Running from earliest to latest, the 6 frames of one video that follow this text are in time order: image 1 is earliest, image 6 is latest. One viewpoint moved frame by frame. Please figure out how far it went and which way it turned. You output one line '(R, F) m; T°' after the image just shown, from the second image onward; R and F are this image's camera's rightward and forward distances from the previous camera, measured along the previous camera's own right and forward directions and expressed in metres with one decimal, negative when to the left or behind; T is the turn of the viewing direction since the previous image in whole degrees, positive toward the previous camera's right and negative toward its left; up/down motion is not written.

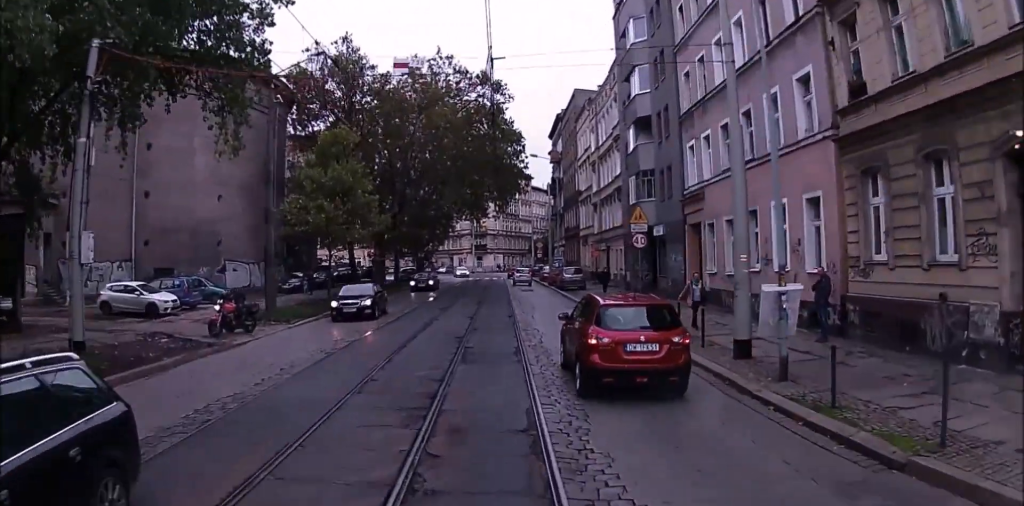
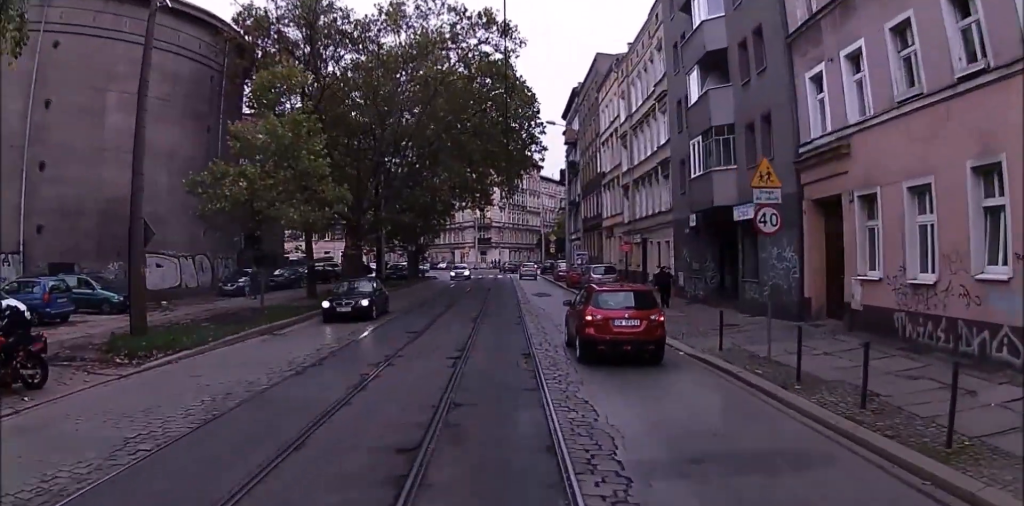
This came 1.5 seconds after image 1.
(-0.7, +12.1) m; 0°
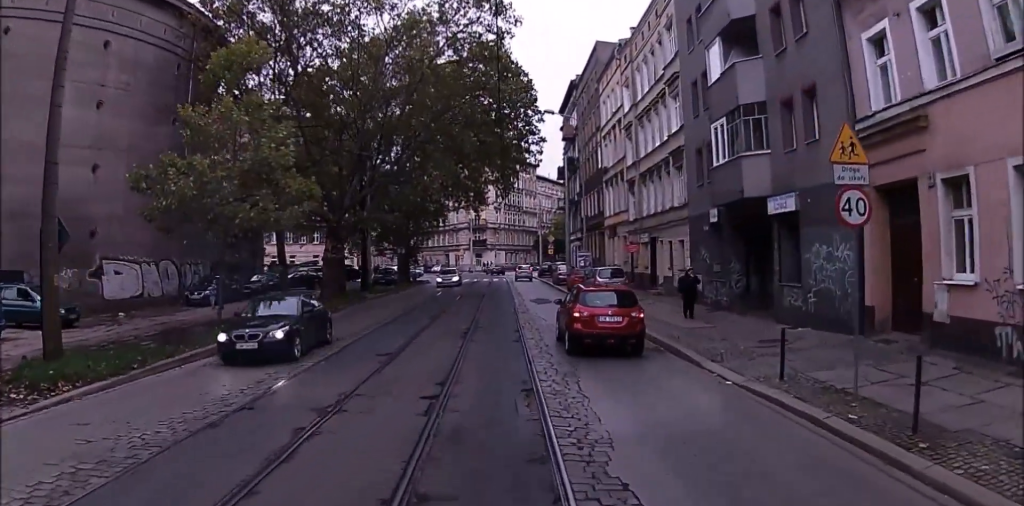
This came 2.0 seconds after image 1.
(-0.1, +3.8) m; +2°
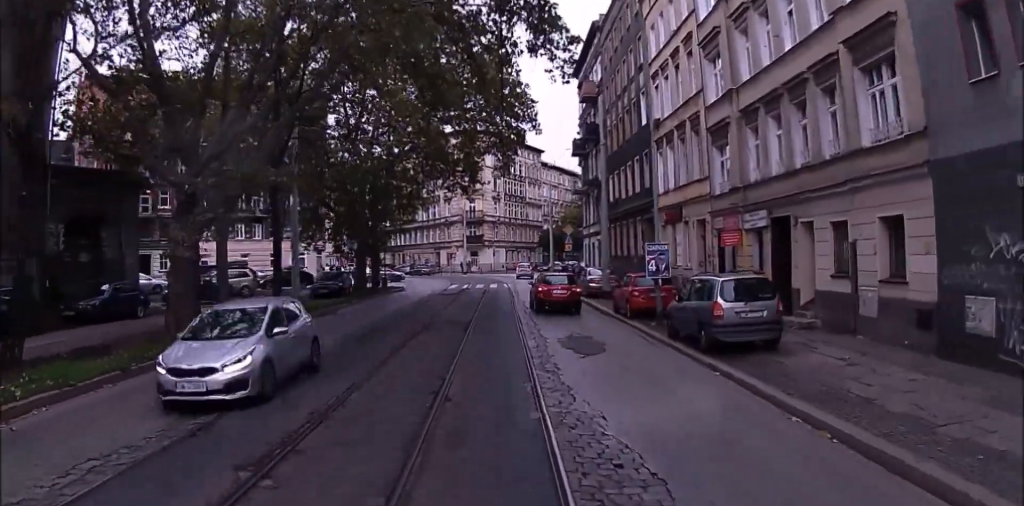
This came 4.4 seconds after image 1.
(+1.1, +17.8) m; +3°
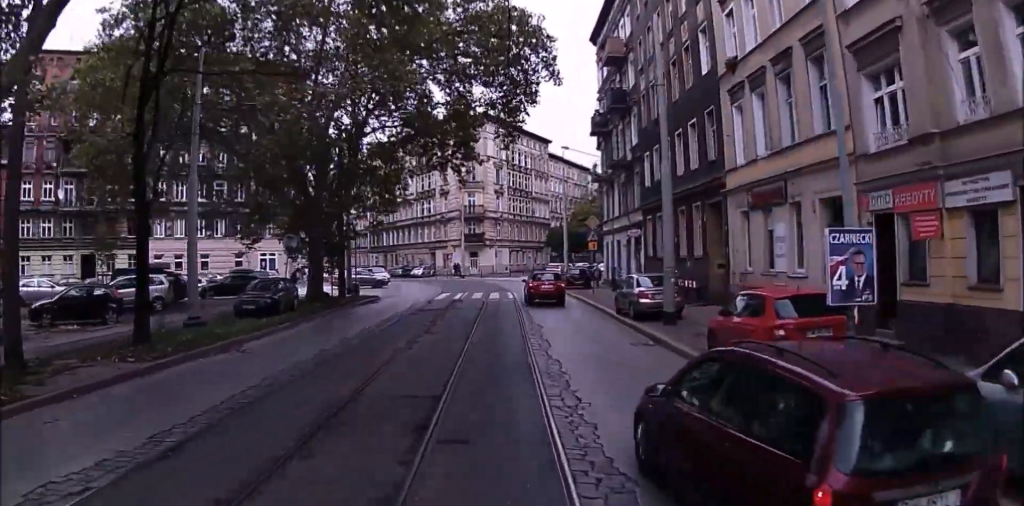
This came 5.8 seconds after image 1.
(0.0, +10.6) m; -8°
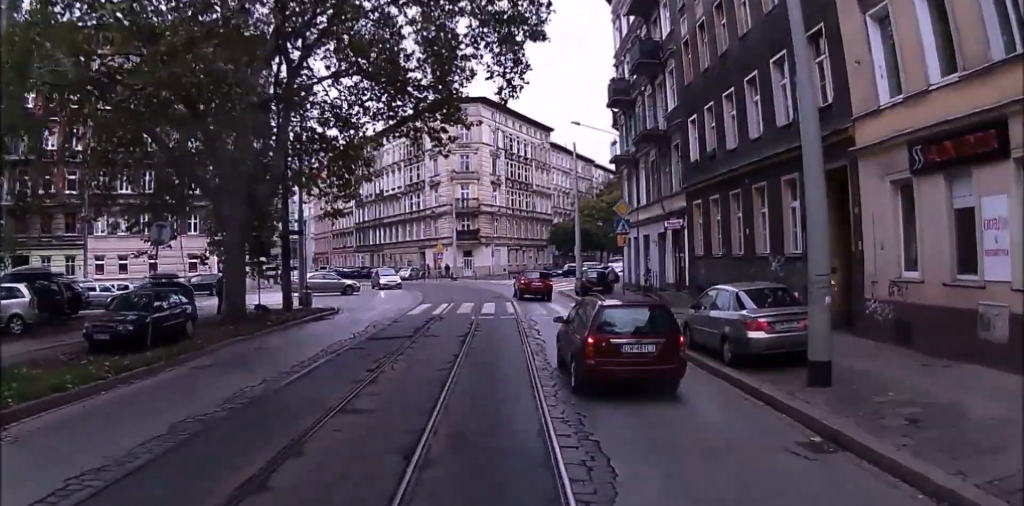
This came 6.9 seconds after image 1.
(-1.2, +9.4) m; -5°
